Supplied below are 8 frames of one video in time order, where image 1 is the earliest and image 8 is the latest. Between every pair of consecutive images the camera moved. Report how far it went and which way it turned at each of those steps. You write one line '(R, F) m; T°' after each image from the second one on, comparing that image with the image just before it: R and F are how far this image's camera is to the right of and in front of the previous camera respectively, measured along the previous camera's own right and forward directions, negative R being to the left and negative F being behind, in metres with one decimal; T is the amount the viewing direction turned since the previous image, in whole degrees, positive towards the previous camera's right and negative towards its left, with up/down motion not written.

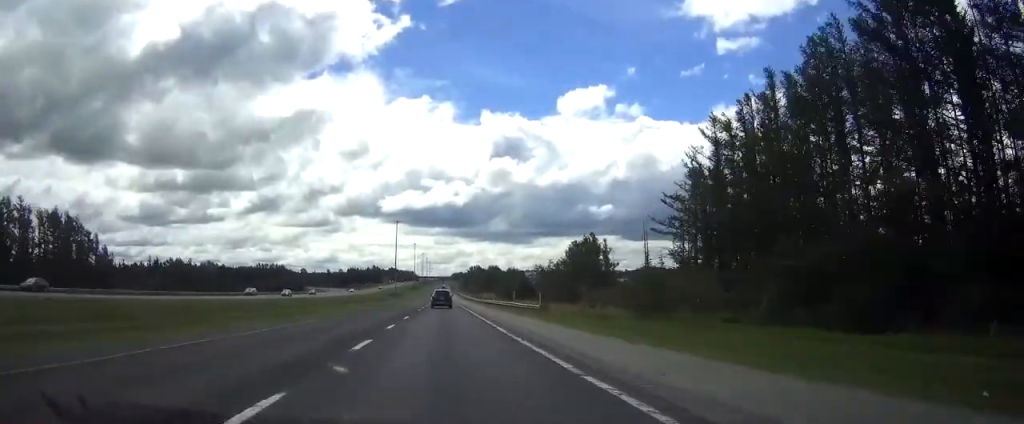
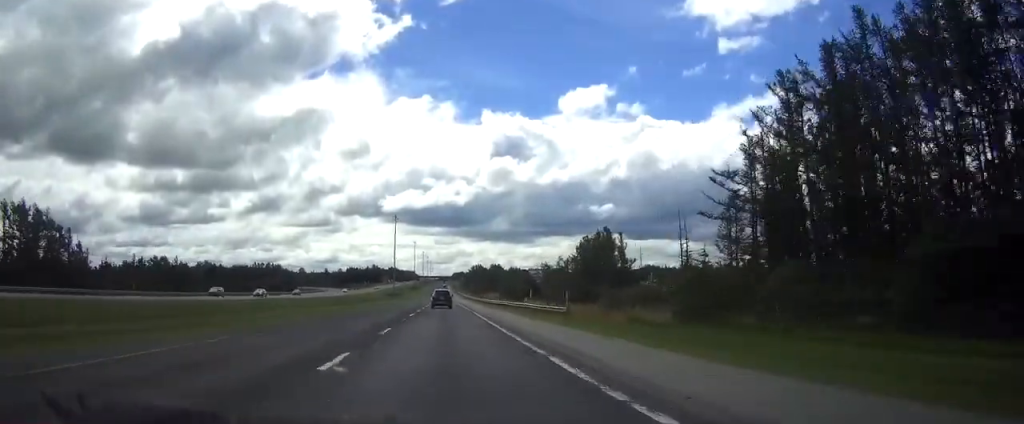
(0.0, +12.1) m; 0°
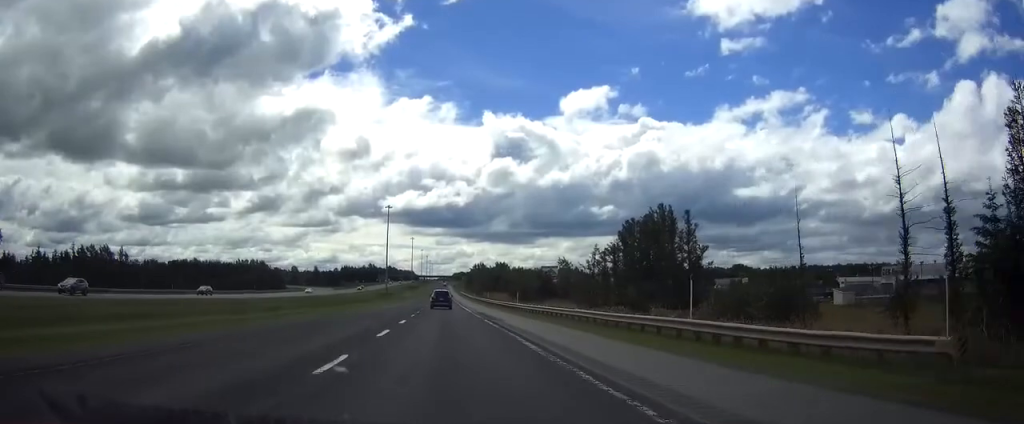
(+0.1, +36.4) m; 0°
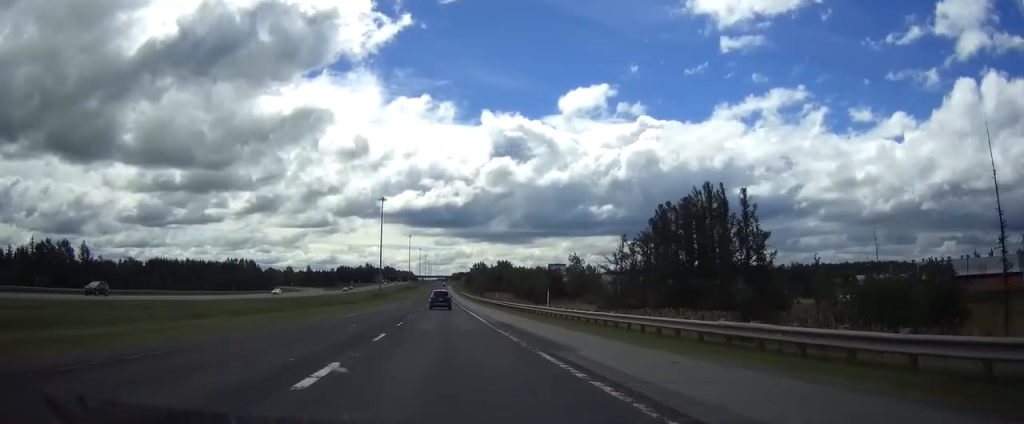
(0.0, +19.1) m; 0°
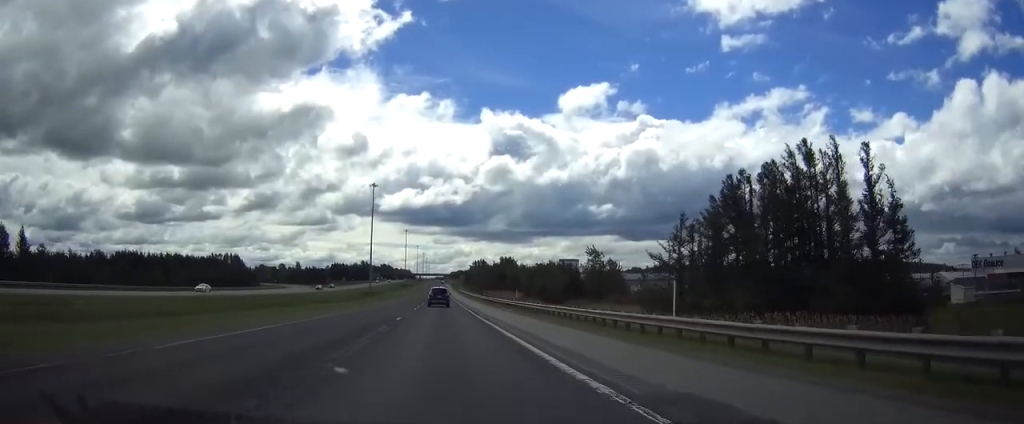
(0.0, +25.2) m; 0°
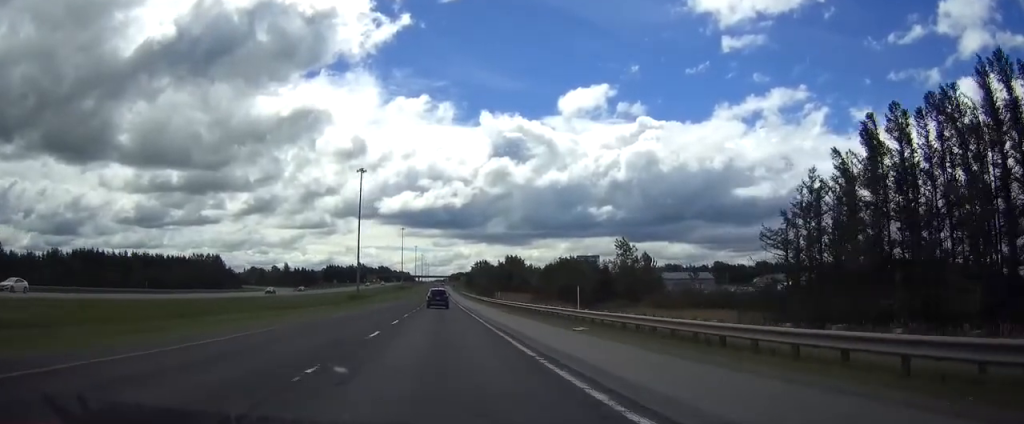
(0.0, +28.1) m; 0°
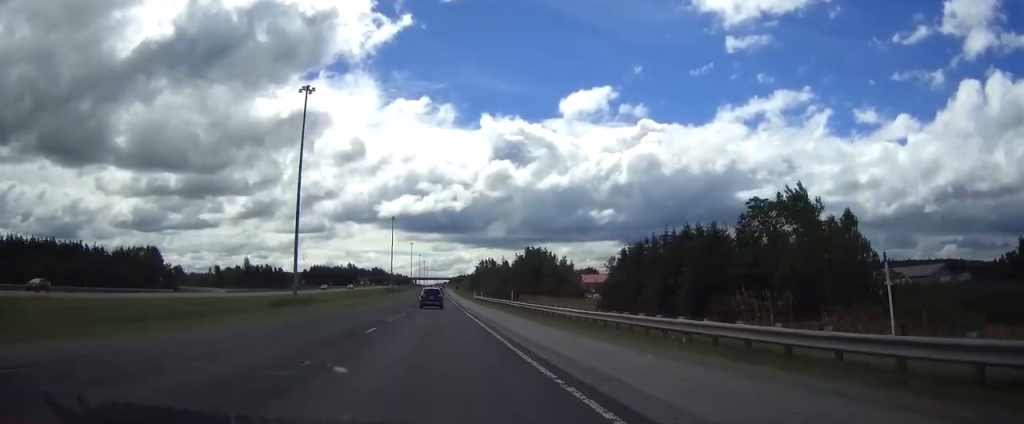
(0.0, +70.3) m; 0°
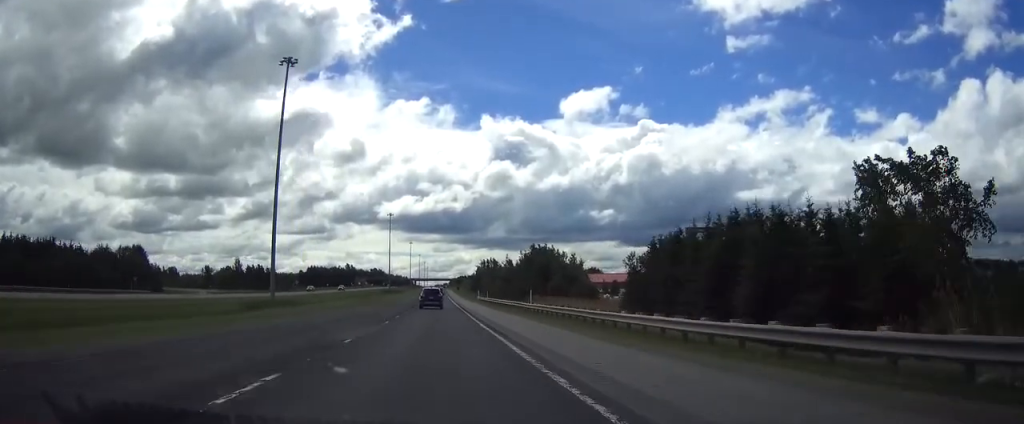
(0.0, +13.1) m; 0°
